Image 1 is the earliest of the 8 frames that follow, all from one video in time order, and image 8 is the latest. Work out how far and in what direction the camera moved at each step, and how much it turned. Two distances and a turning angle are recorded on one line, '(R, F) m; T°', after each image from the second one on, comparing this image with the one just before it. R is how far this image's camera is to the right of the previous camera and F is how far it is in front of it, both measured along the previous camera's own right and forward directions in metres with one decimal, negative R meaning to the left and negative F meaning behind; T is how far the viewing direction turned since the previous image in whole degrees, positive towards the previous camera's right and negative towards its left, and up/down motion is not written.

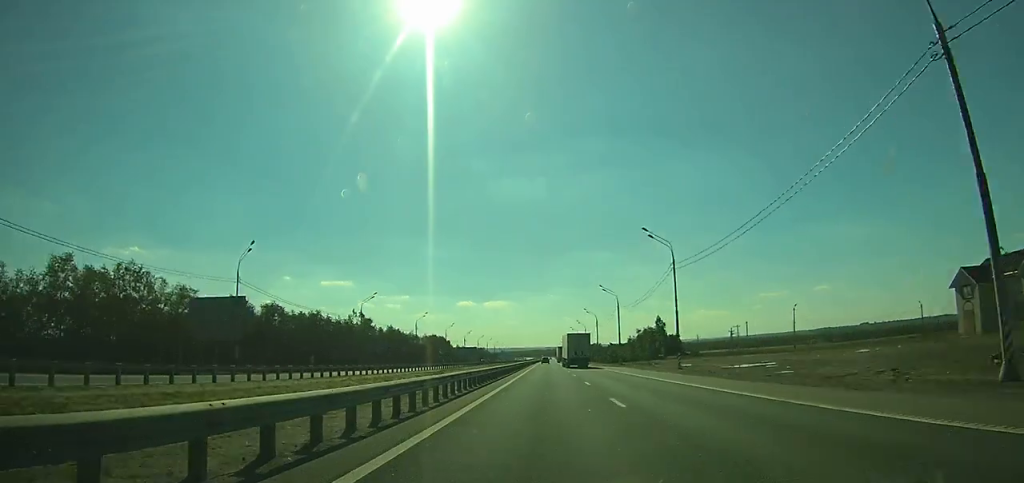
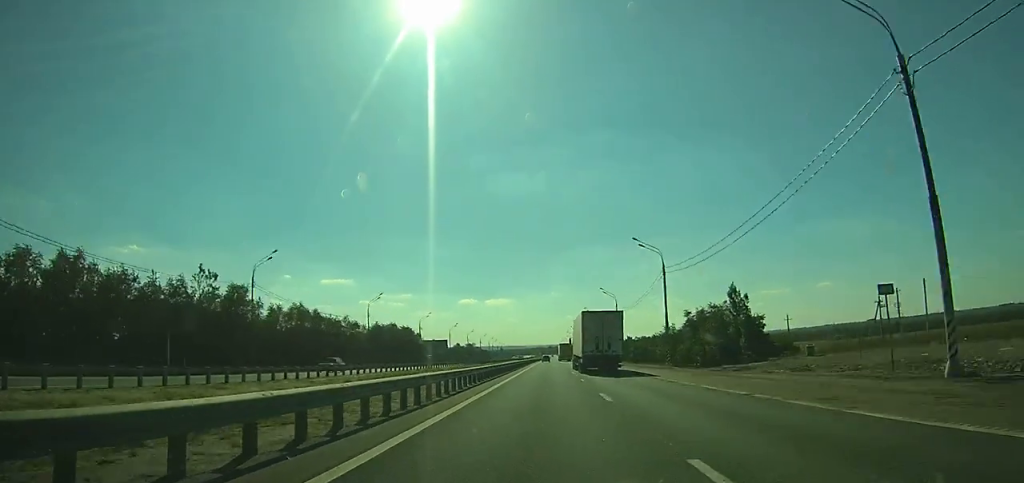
(0.0, +68.5) m; 0°
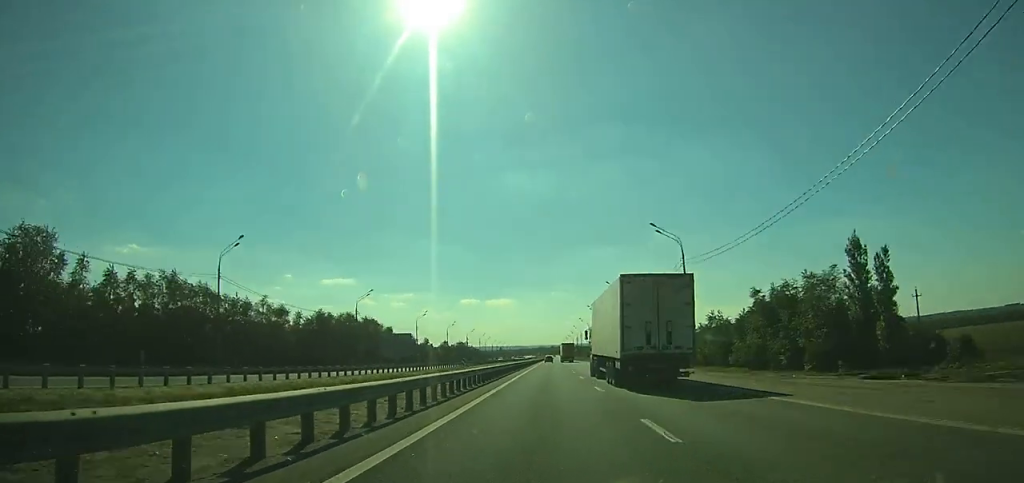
(-0.2, +42.6) m; 0°
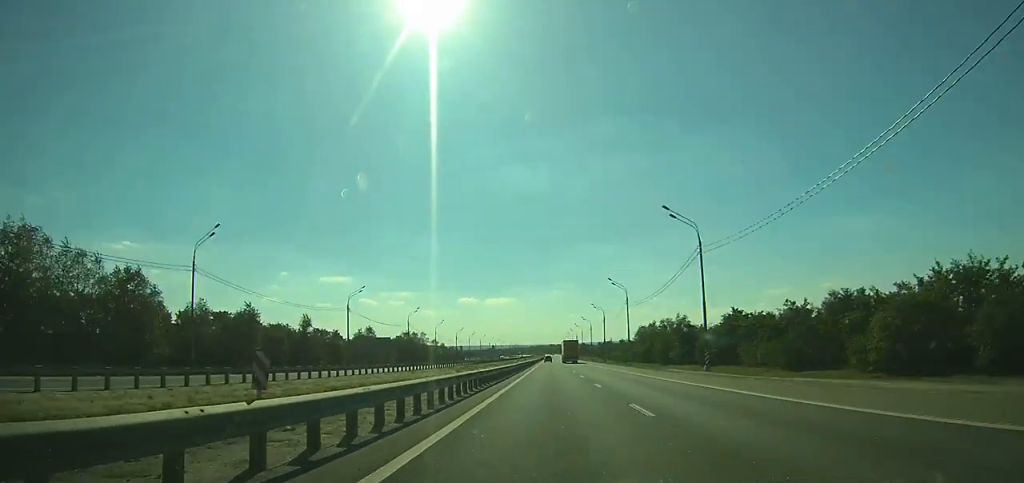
(-0.6, +118.1) m; 0°
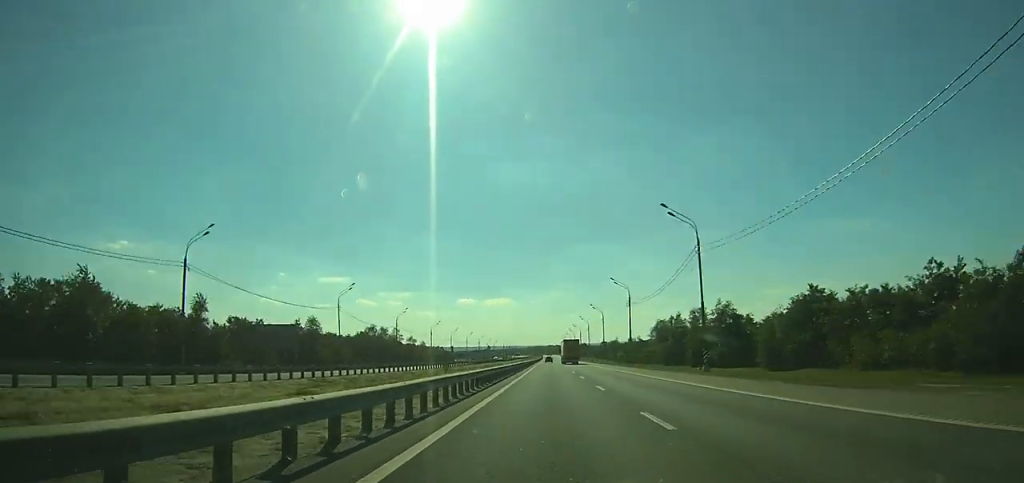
(0.0, +39.5) m; 0°
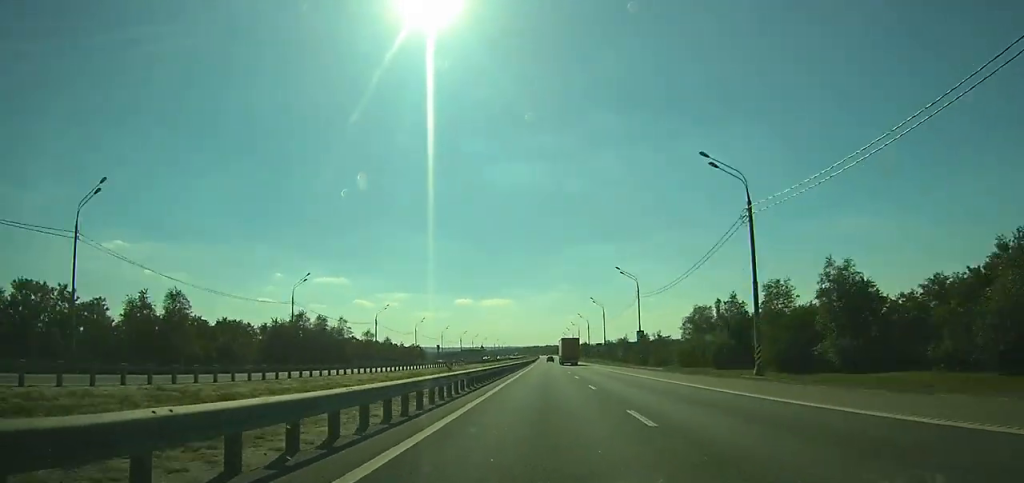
(+0.3, +48.8) m; 0°
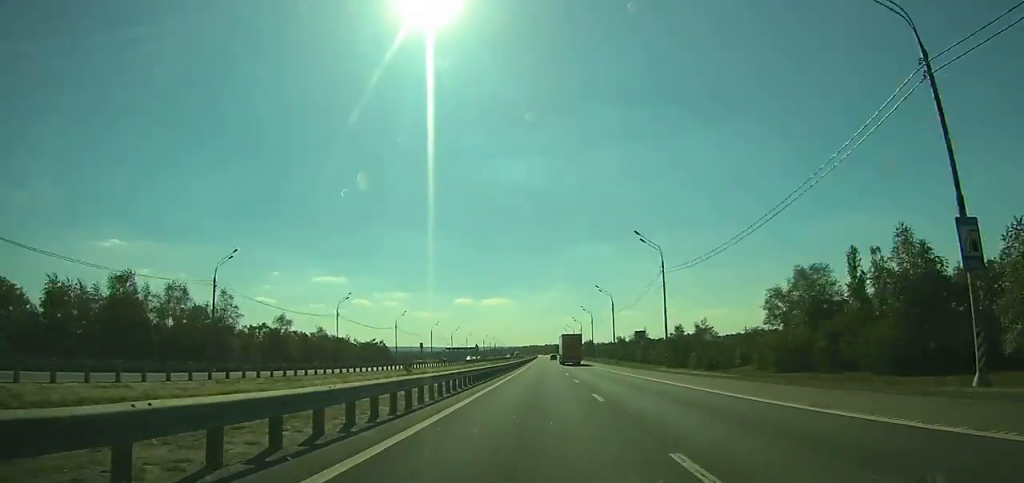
(+0.1, +54.4) m; 0°
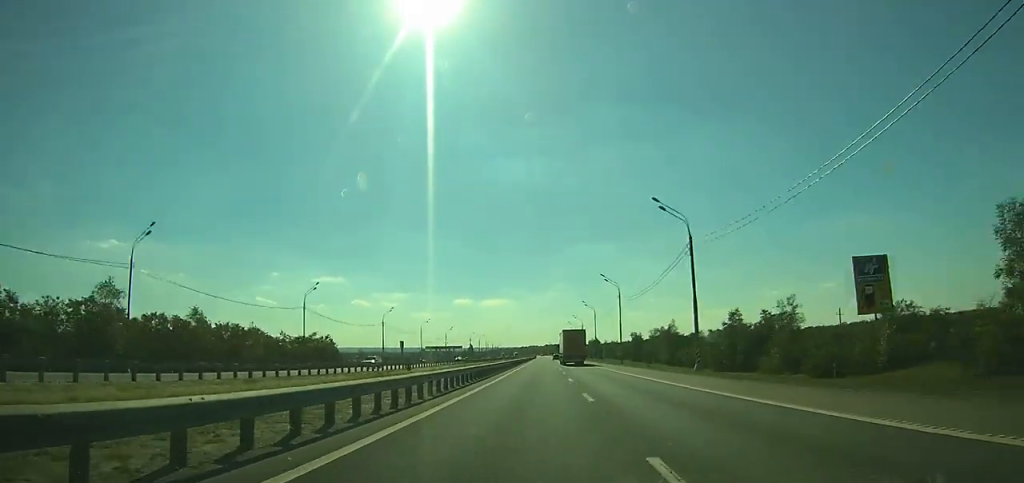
(-0.1, +48.1) m; 0°
